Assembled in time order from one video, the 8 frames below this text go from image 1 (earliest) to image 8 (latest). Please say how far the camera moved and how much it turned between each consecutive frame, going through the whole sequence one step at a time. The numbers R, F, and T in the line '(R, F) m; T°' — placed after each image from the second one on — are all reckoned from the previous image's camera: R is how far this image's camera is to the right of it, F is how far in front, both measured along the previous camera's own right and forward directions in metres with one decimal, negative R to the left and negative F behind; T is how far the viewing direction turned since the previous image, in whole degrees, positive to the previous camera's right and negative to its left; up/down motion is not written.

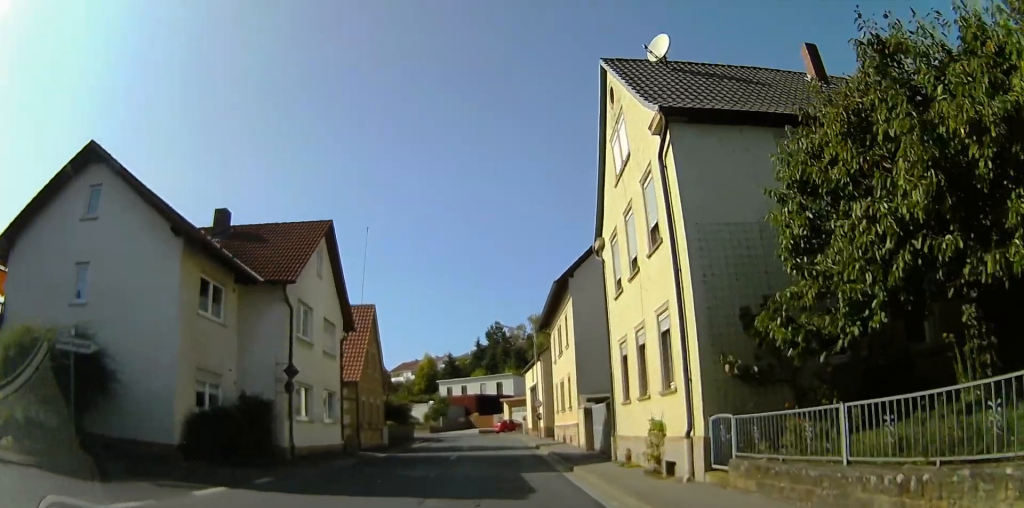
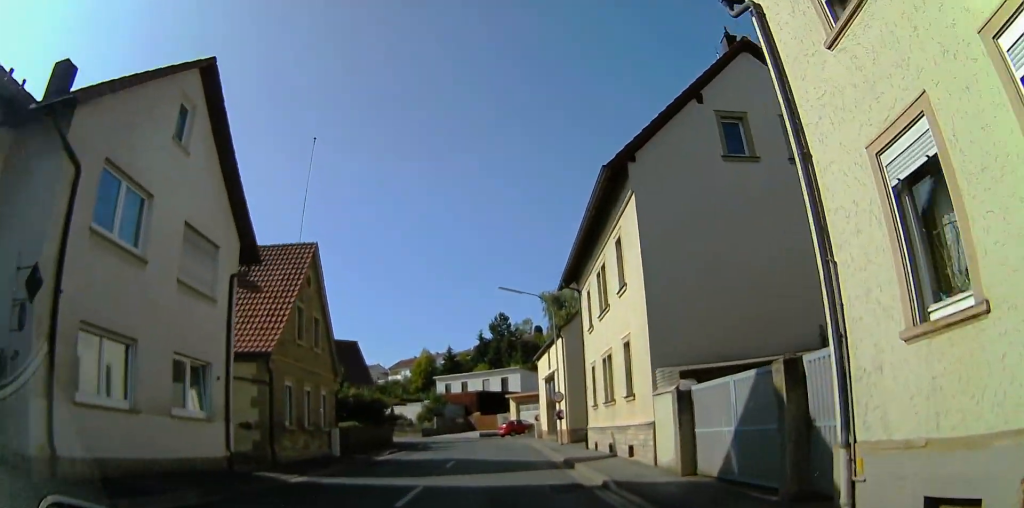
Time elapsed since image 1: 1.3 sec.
(0.0, +12.1) m; 0°
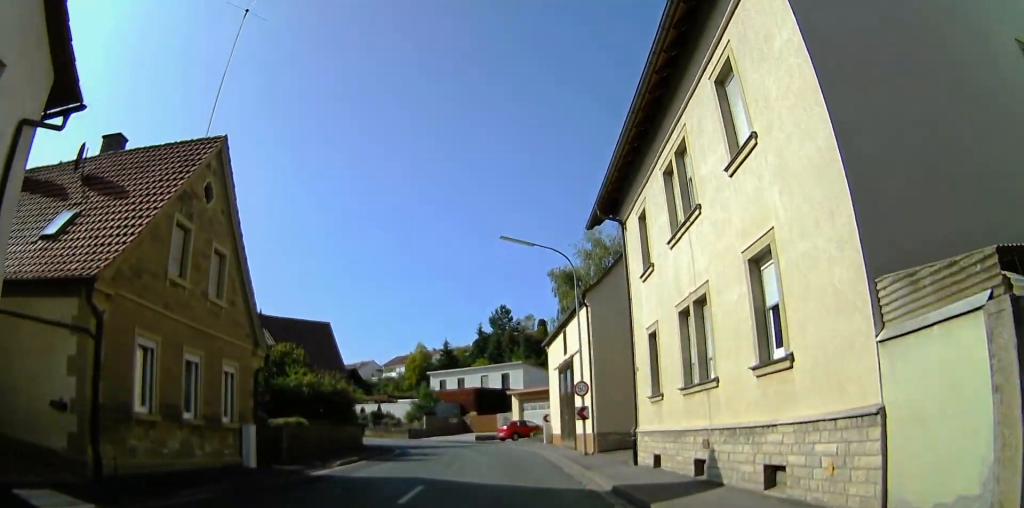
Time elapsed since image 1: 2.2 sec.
(0.0, +8.6) m; 0°
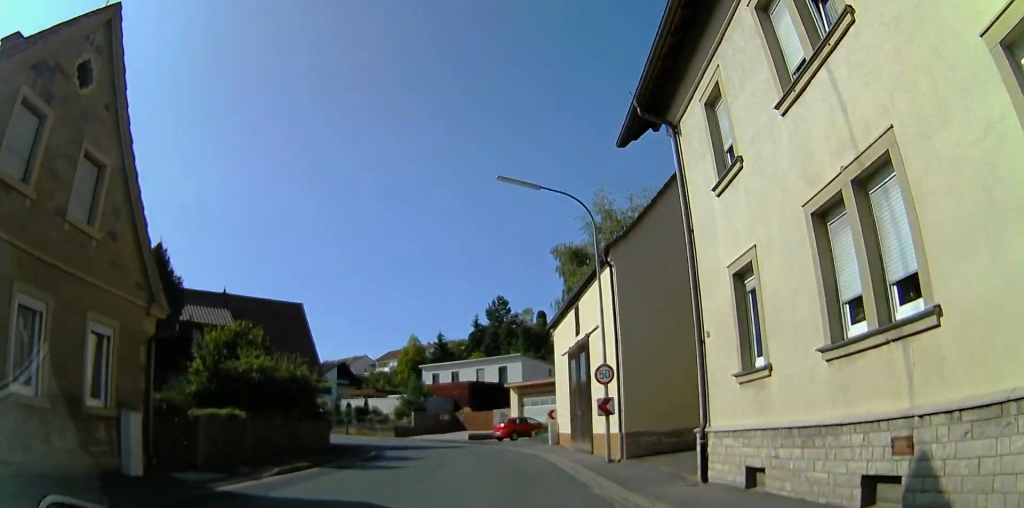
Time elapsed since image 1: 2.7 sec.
(0.0, +5.4) m; 0°
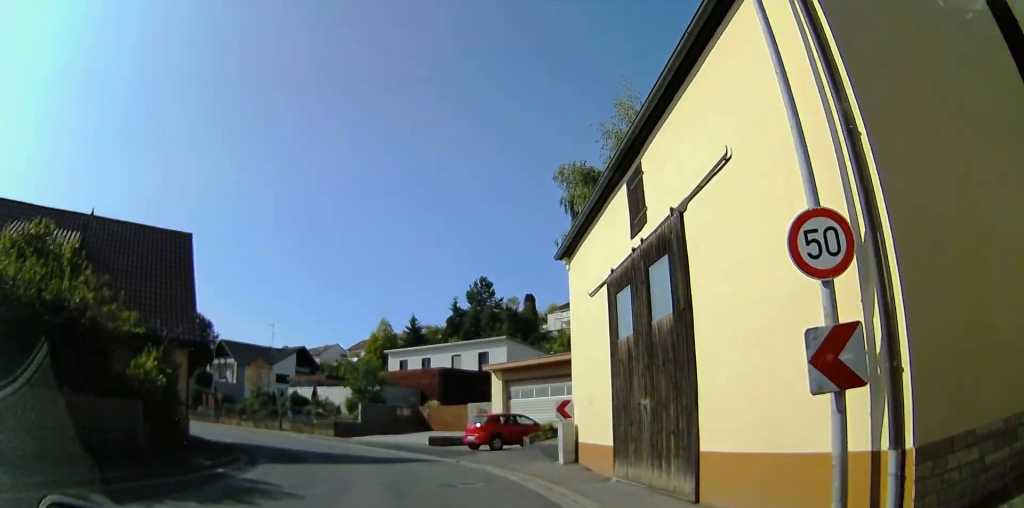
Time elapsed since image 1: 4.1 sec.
(0.0, +12.6) m; 0°
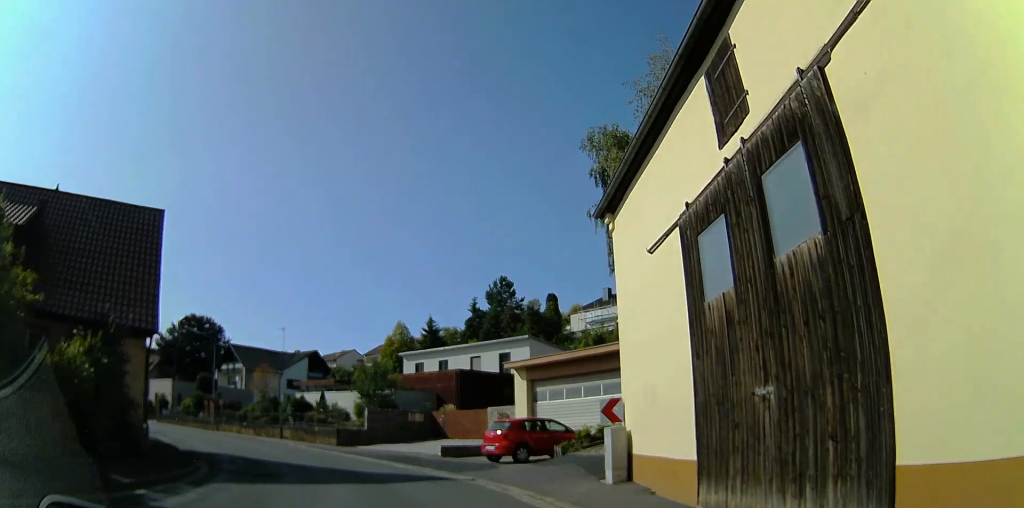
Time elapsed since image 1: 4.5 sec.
(0.0, +4.1) m; -3°
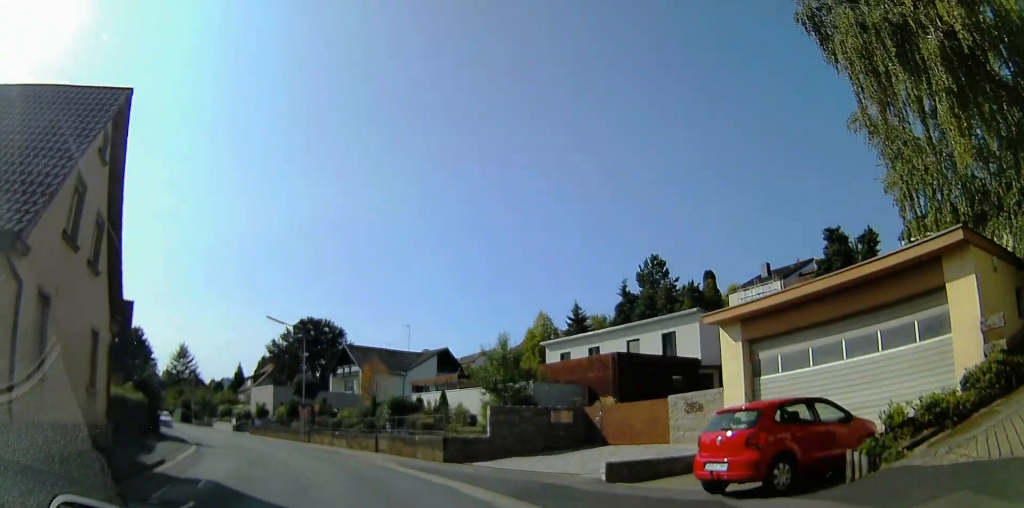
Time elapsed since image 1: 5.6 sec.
(-0.8, +10.2) m; -7°
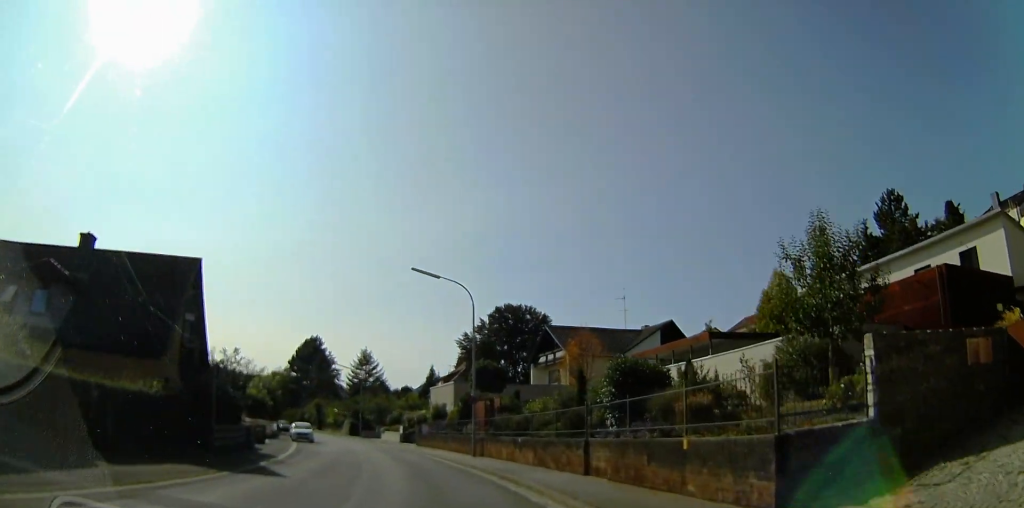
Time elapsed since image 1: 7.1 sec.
(+0.2, +14.3) m; -12°
